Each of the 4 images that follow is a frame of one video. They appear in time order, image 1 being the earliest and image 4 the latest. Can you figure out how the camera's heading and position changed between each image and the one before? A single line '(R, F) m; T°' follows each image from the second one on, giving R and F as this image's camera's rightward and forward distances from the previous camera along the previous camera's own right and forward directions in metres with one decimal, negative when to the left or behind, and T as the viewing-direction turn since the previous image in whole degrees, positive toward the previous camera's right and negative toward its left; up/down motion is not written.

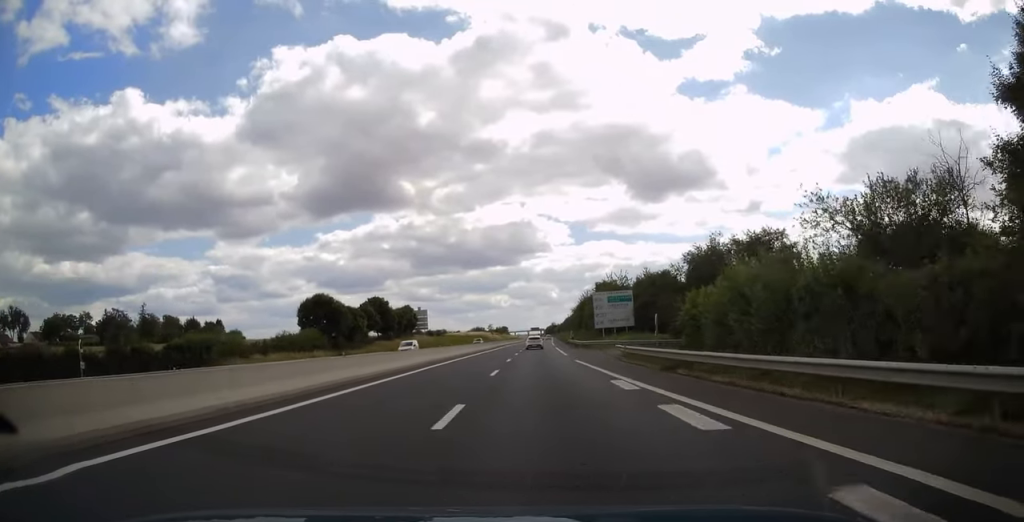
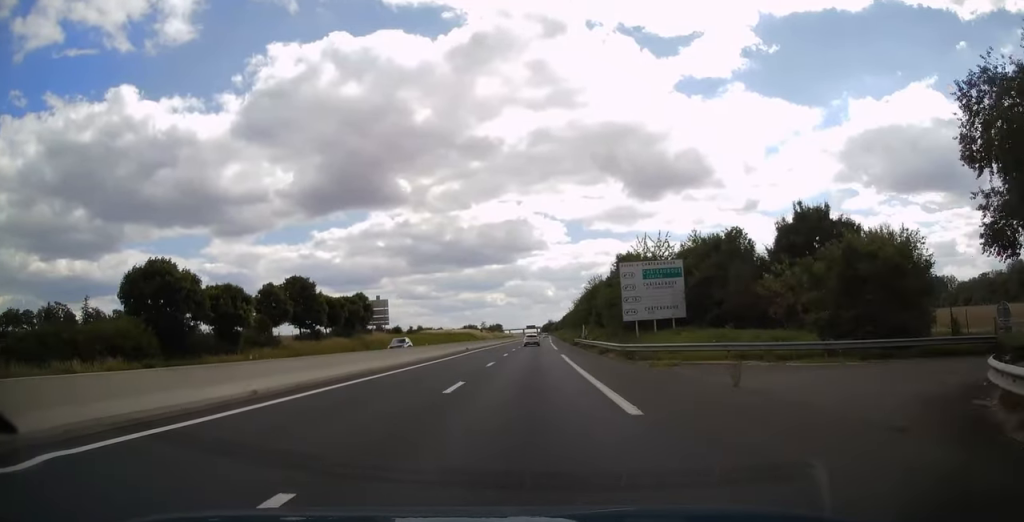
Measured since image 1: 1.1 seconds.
(0.0, +32.2) m; 0°
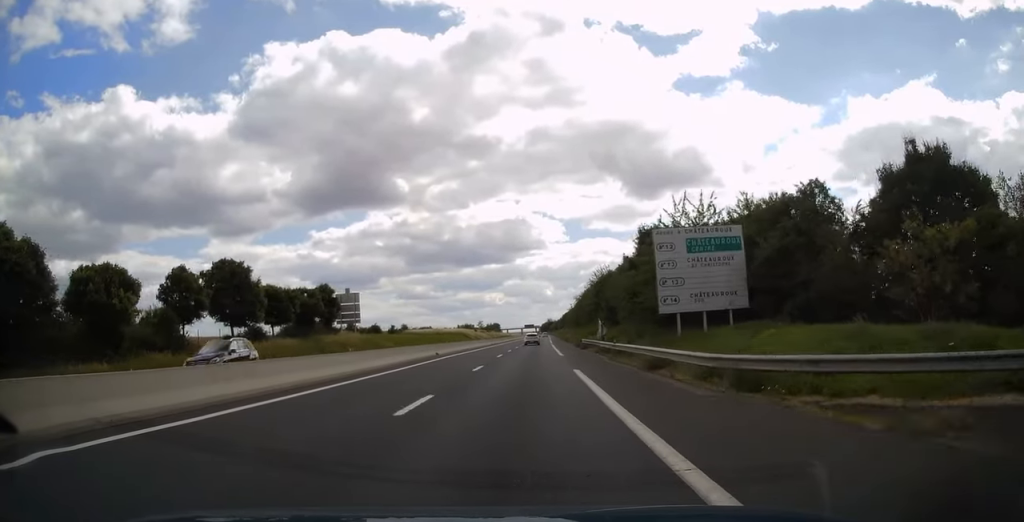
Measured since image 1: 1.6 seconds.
(0.0, +16.3) m; 0°
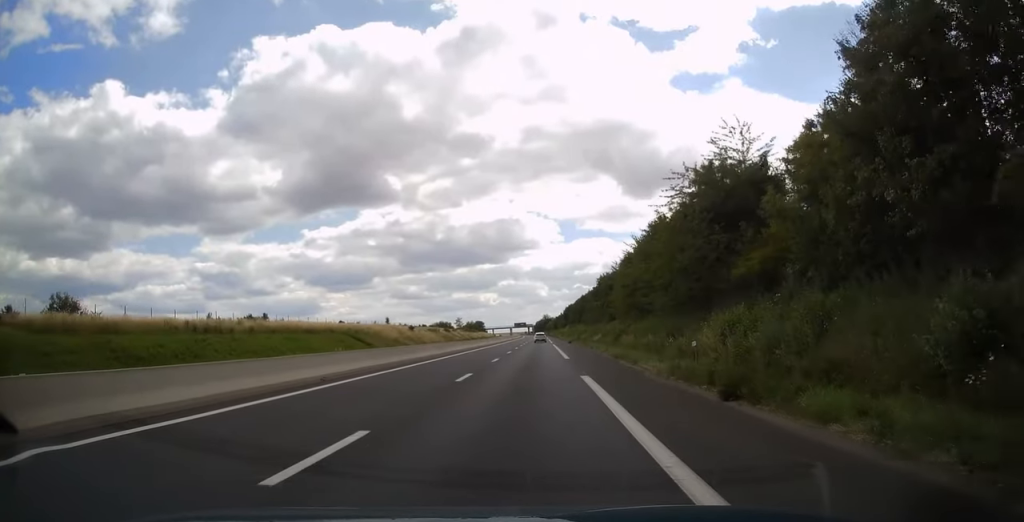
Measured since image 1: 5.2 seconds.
(+0.6, +104.8) m; +1°
